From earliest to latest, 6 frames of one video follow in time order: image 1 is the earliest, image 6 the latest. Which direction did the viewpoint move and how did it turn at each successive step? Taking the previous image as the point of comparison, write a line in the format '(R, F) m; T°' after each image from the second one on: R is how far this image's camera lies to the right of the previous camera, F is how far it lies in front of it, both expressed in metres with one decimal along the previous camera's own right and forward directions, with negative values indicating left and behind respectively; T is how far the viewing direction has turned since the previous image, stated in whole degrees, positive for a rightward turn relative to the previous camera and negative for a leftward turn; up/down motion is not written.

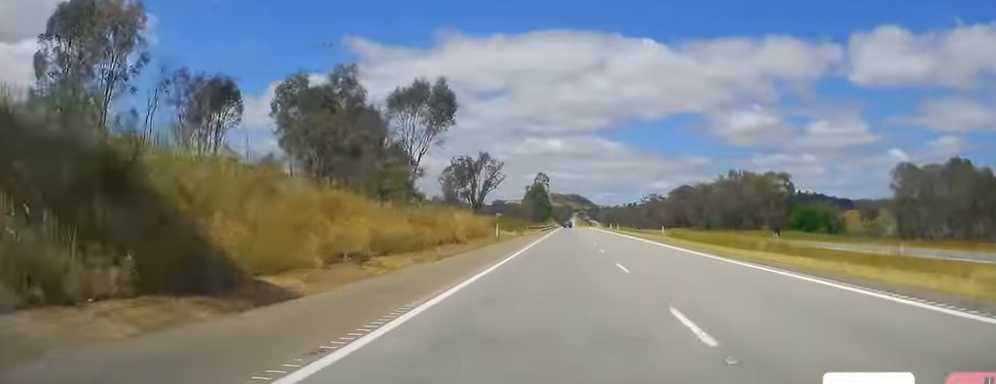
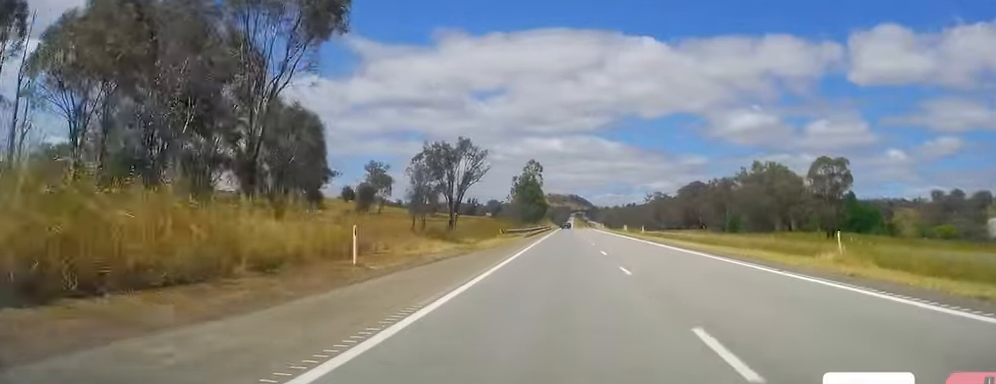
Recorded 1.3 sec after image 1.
(-0.2, +37.4) m; +1°
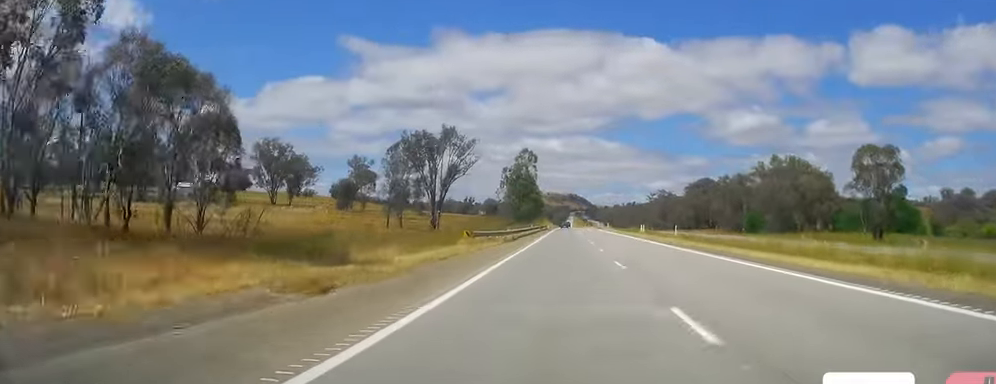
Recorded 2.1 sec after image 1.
(+0.2, +22.1) m; 0°
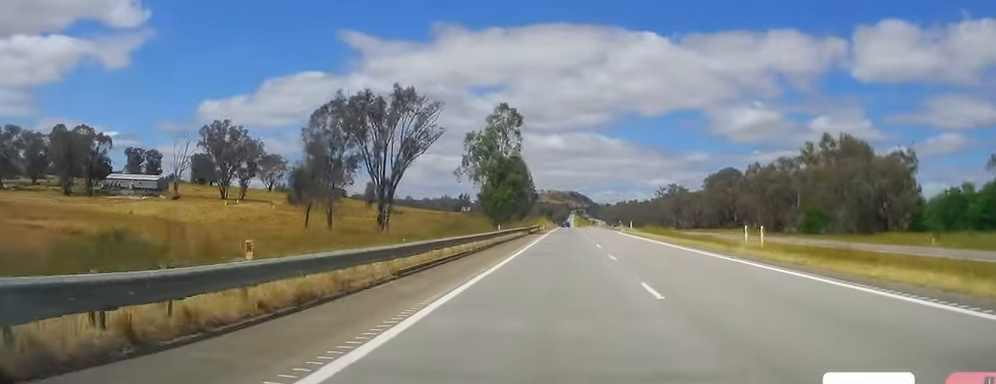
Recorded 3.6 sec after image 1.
(-0.4, +43.3) m; 0°
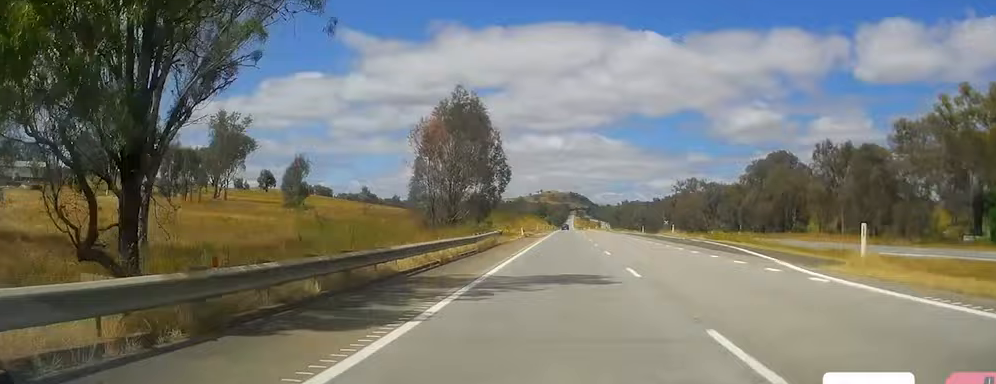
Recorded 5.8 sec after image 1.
(-0.4, +65.3) m; -1°
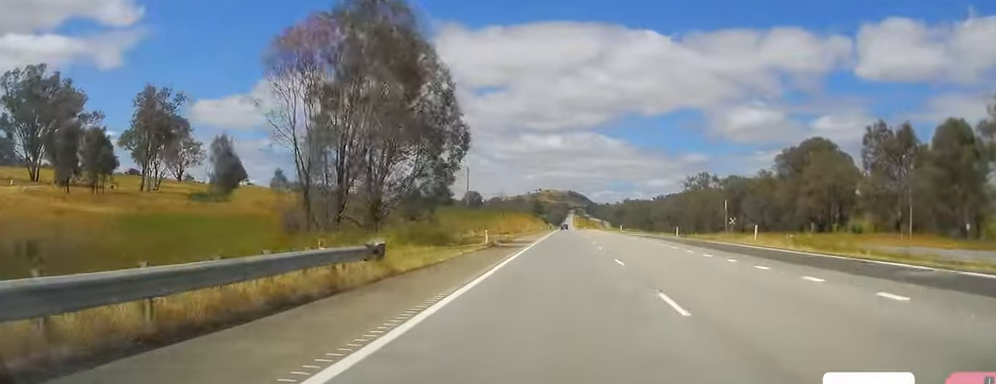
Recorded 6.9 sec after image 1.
(+0.3, +30.6) m; +1°
